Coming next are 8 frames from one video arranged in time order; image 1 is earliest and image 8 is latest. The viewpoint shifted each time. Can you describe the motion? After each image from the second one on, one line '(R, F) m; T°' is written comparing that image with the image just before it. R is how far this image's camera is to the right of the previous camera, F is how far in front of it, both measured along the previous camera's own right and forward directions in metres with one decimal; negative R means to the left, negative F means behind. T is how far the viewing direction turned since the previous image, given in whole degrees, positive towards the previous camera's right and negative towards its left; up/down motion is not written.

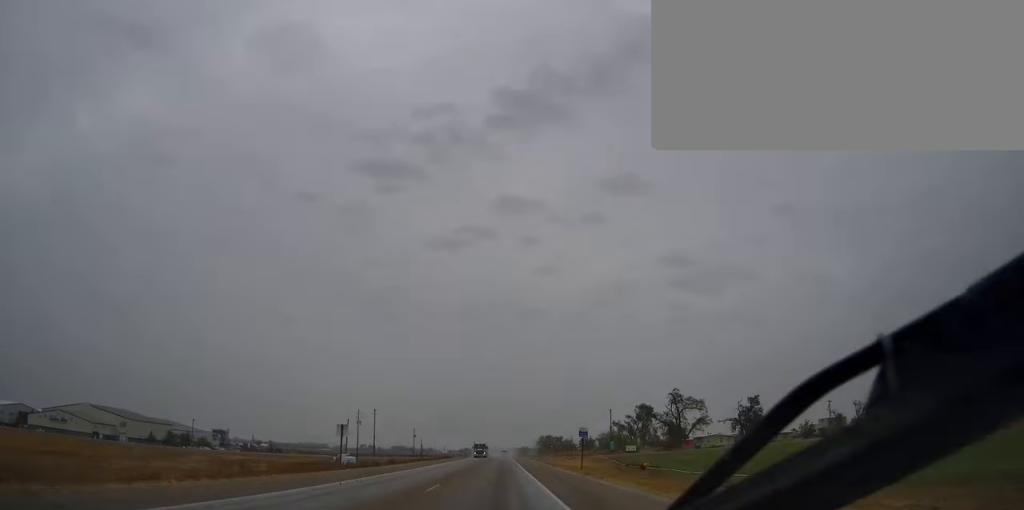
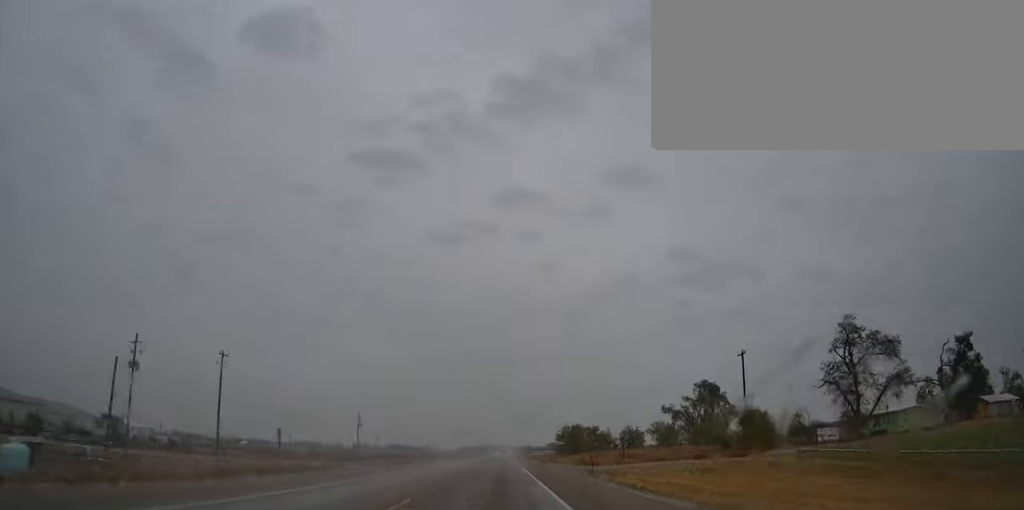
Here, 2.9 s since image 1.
(-0.7, +83.0) m; 0°
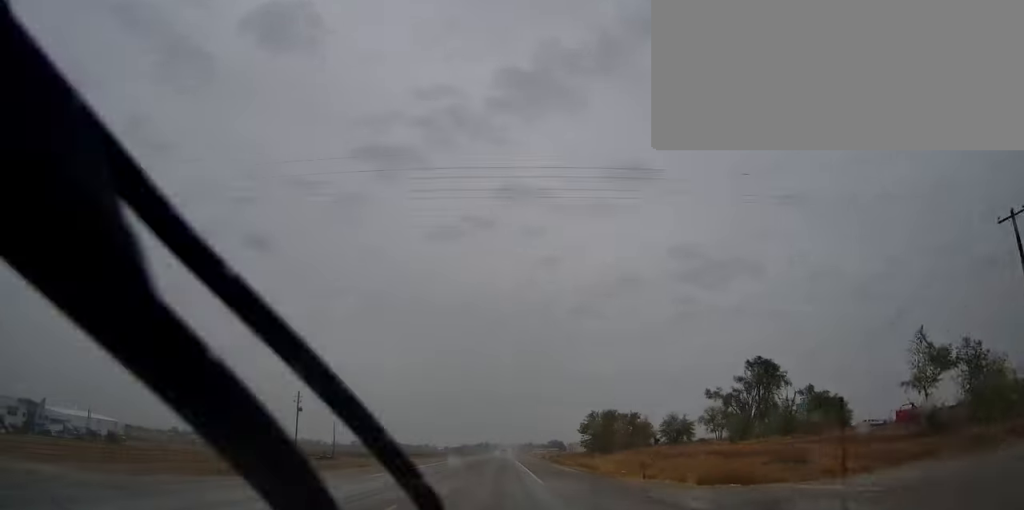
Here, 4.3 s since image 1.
(+0.5, +40.6) m; 0°
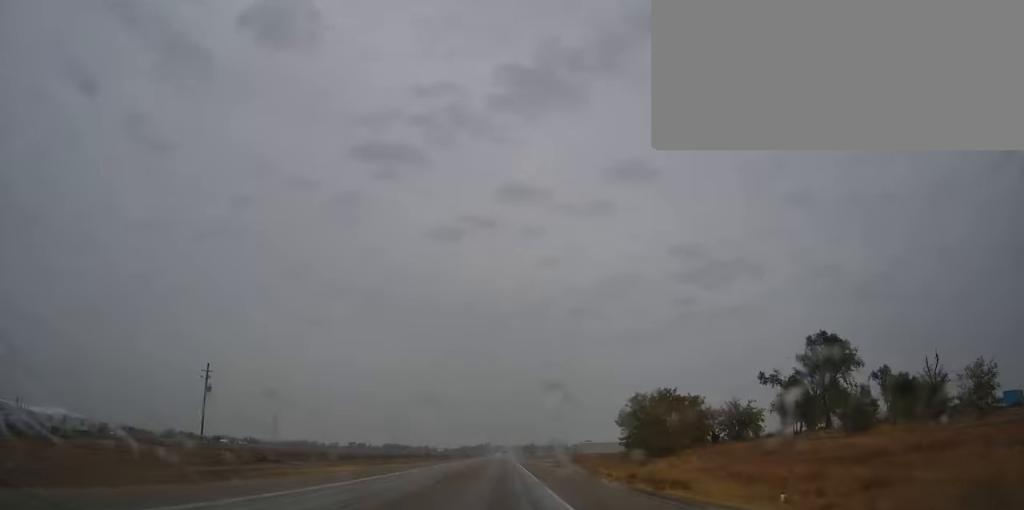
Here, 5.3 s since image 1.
(+0.1, +31.0) m; 0°
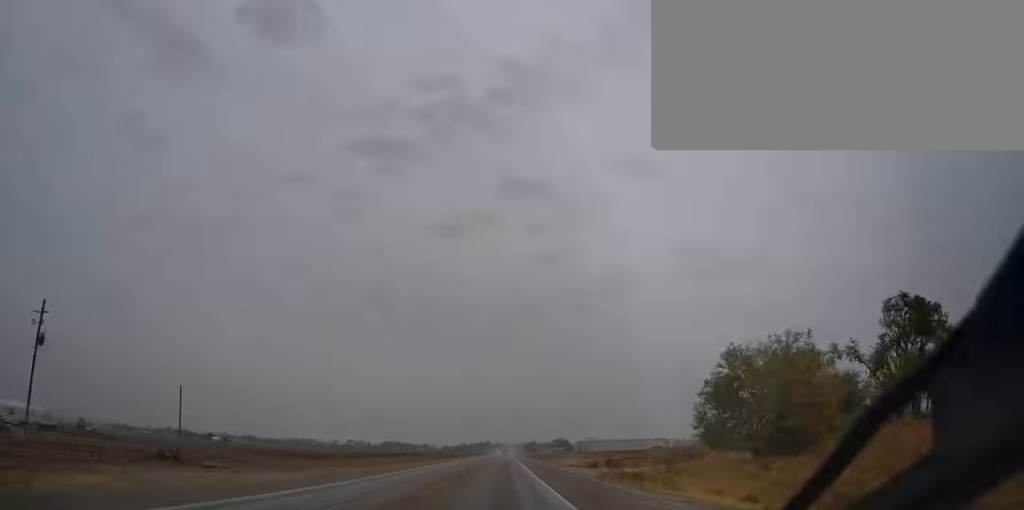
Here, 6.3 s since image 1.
(-0.4, +27.1) m; 0°
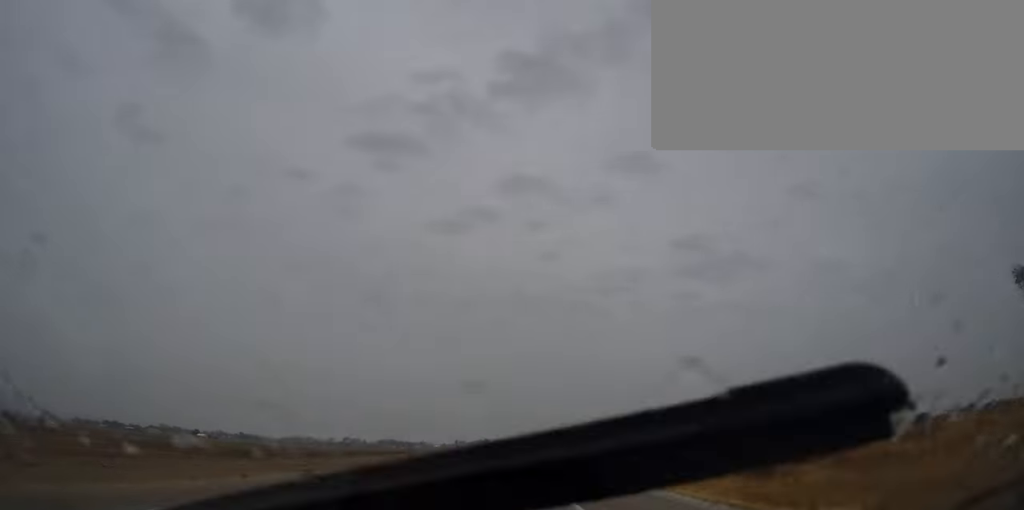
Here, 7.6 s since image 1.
(0.0, +38.8) m; 0°
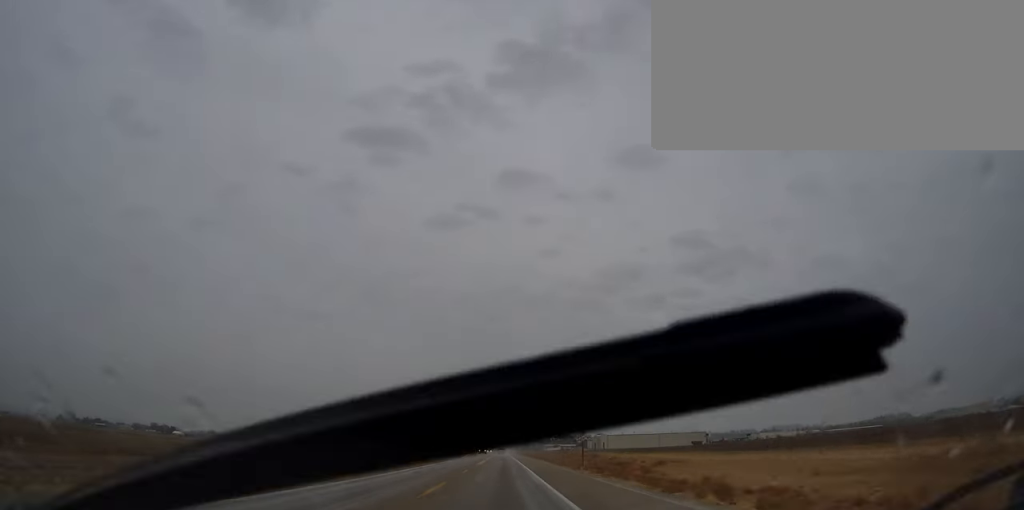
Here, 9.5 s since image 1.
(+0.5, +56.1) m; 0°
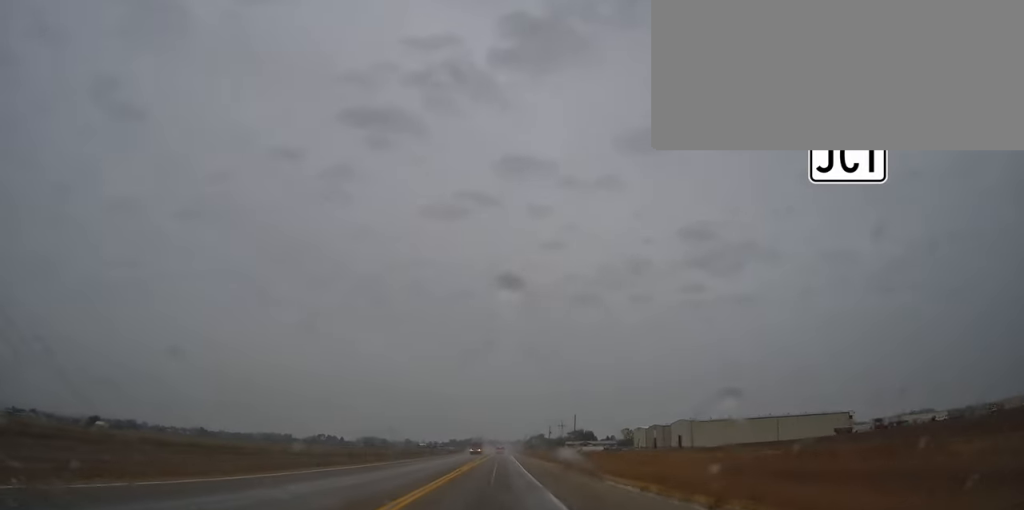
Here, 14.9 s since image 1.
(-0.4, +156.0) m; 0°
